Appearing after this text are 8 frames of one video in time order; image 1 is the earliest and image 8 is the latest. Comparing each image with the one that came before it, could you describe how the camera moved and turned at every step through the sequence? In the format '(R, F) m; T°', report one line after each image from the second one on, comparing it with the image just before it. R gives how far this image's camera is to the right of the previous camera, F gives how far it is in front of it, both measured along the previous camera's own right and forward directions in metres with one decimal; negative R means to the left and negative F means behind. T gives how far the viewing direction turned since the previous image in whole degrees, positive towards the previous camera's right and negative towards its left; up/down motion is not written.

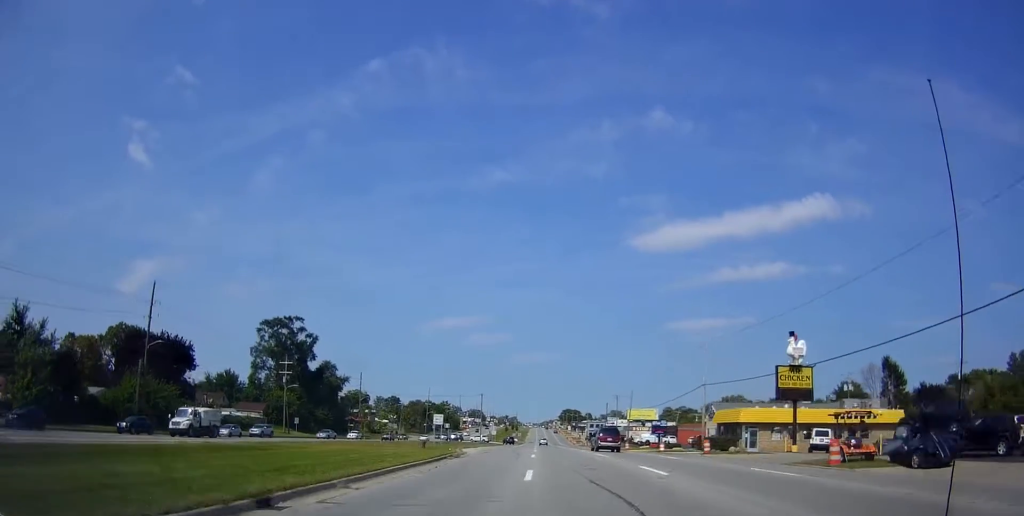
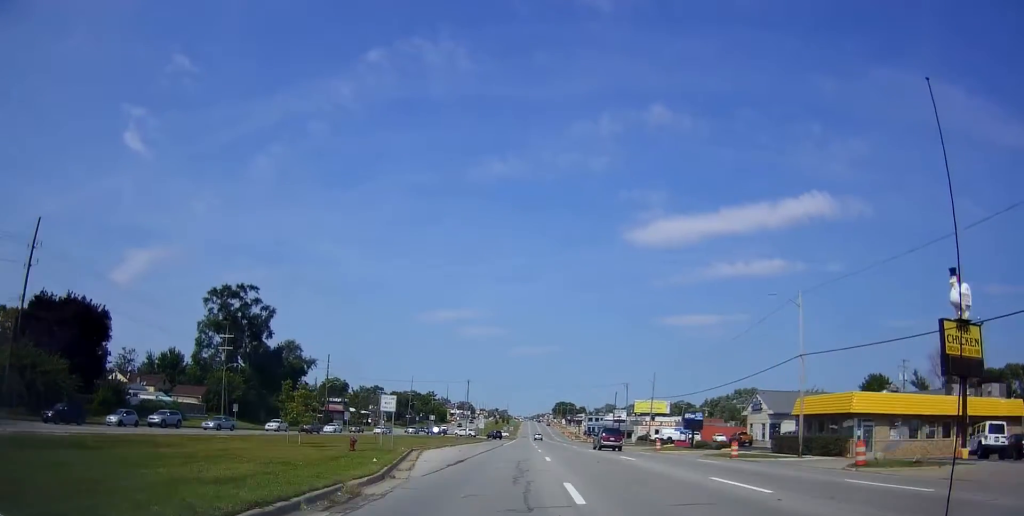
(+0.1, +21.5) m; +1°
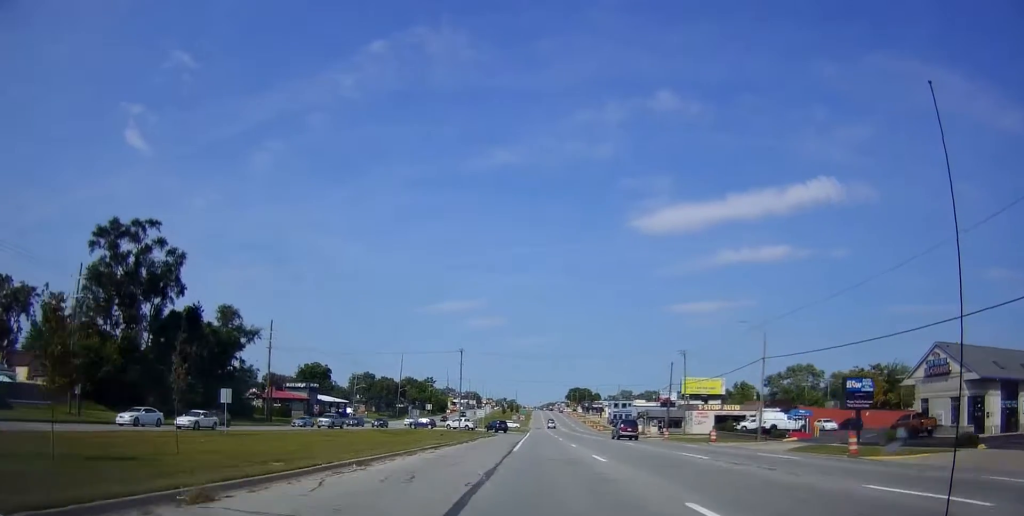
(+0.4, +36.6) m; 0°
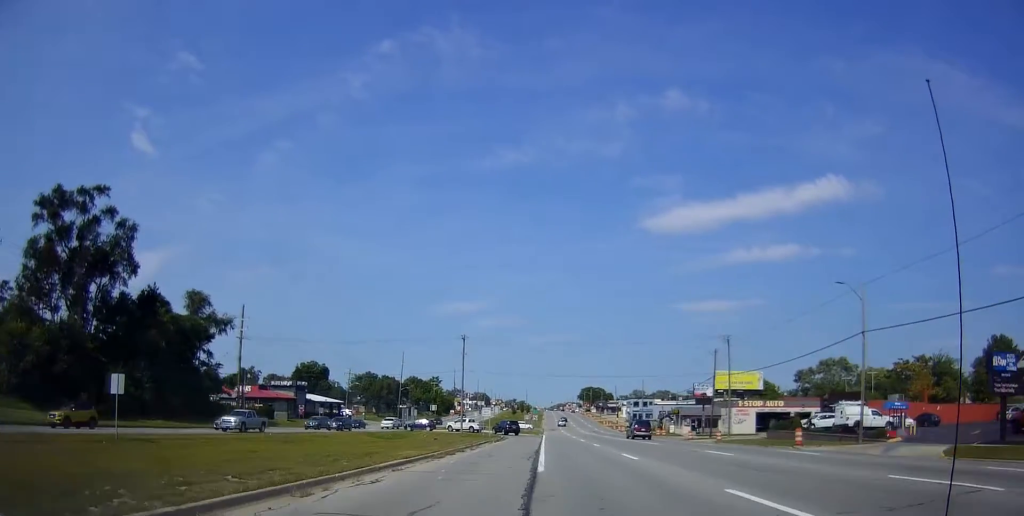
(-0.1, +15.1) m; 0°
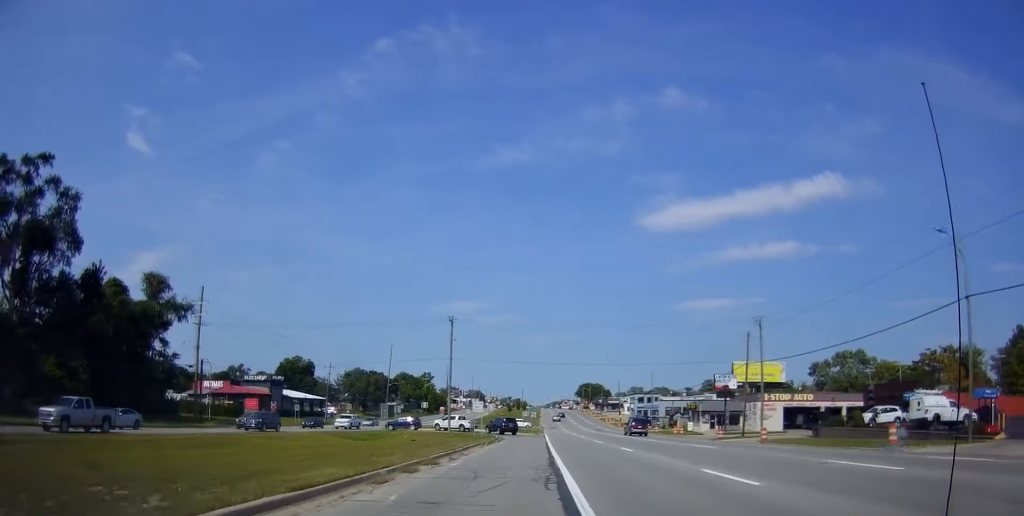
(-0.1, +12.1) m; 0°
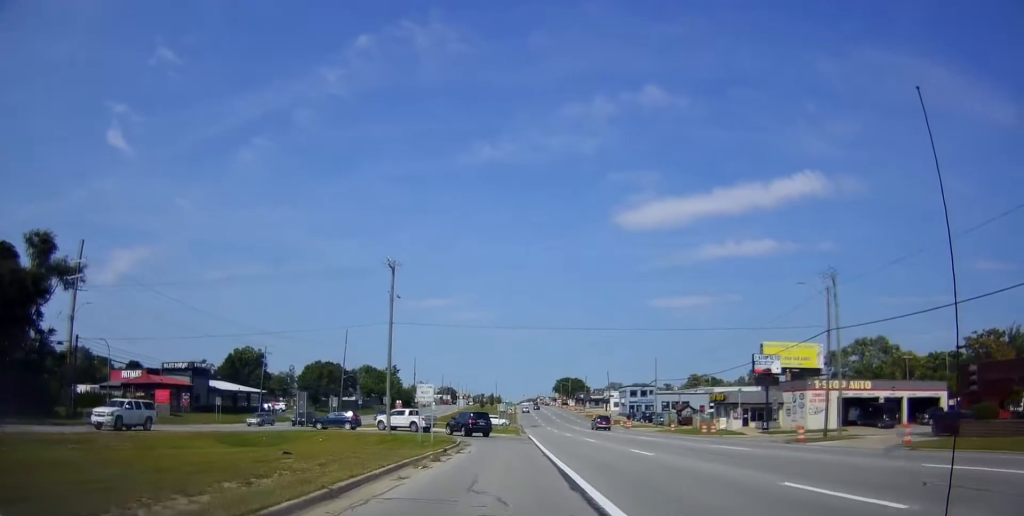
(+0.1, +23.1) m; 0°
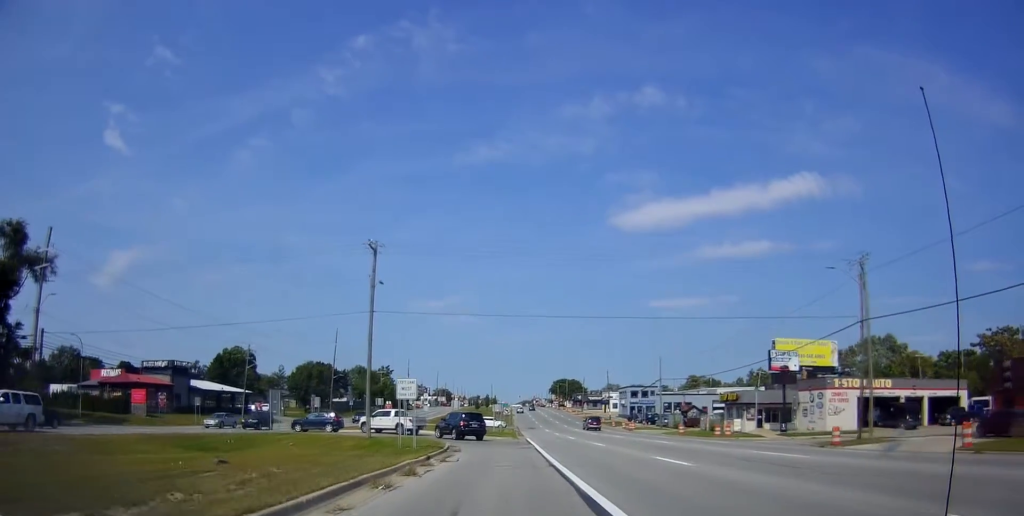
(-0.2, +6.4) m; 0°
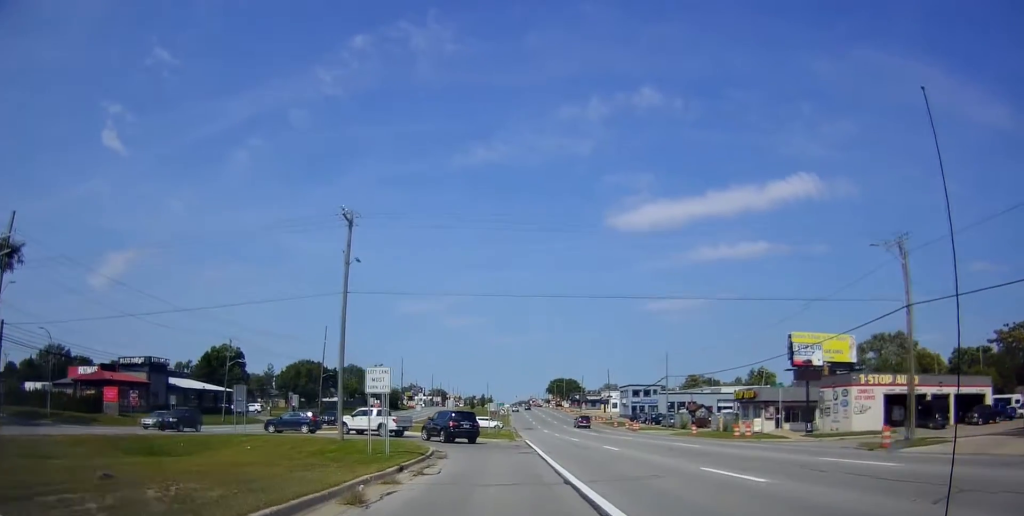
(+0.3, +6.8) m; +2°
